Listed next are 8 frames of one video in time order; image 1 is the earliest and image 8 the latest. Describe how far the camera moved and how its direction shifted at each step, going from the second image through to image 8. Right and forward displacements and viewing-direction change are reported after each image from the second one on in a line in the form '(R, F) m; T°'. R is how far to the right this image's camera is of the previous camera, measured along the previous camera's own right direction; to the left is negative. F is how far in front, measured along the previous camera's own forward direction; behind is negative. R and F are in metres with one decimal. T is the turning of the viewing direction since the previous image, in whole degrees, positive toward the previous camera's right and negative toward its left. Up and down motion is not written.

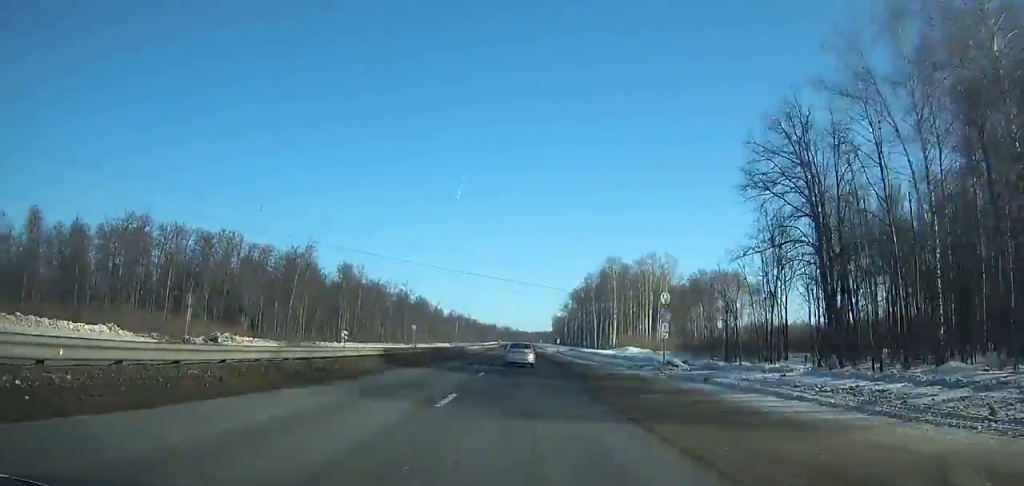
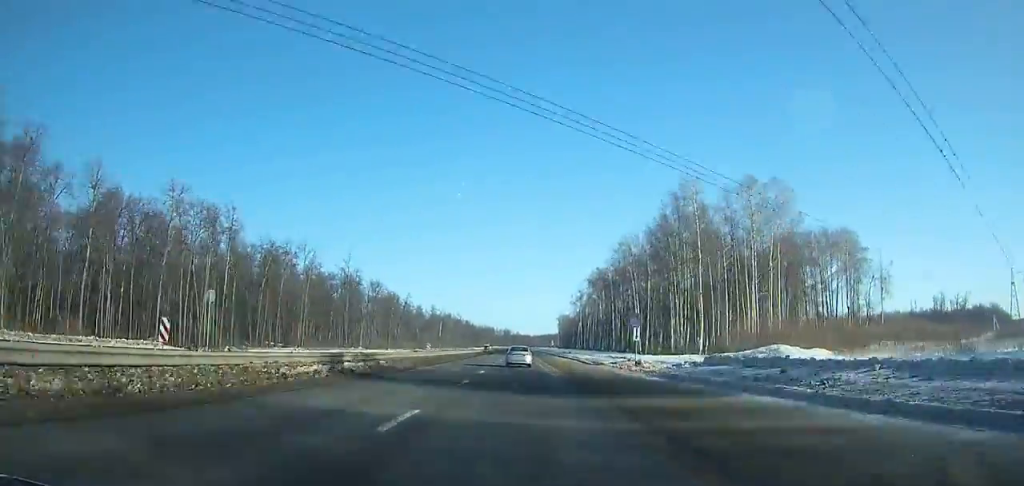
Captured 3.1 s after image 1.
(-0.2, +84.0) m; 0°
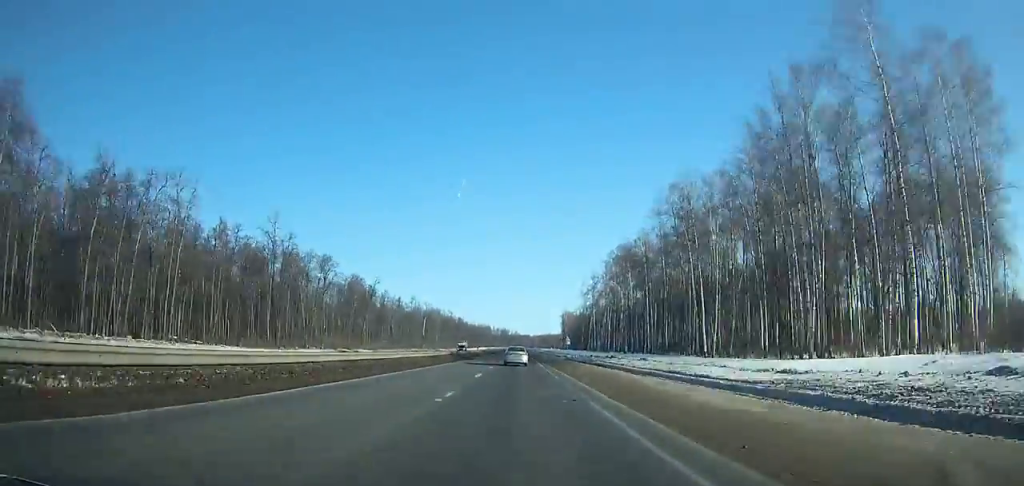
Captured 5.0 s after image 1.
(-0.3, +51.2) m; 0°
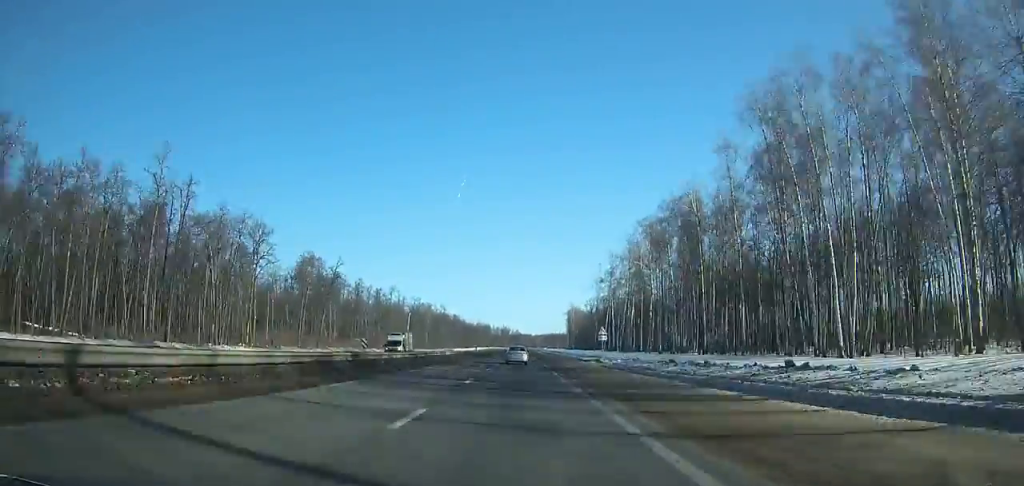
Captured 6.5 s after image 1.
(0.0, +40.4) m; 0°
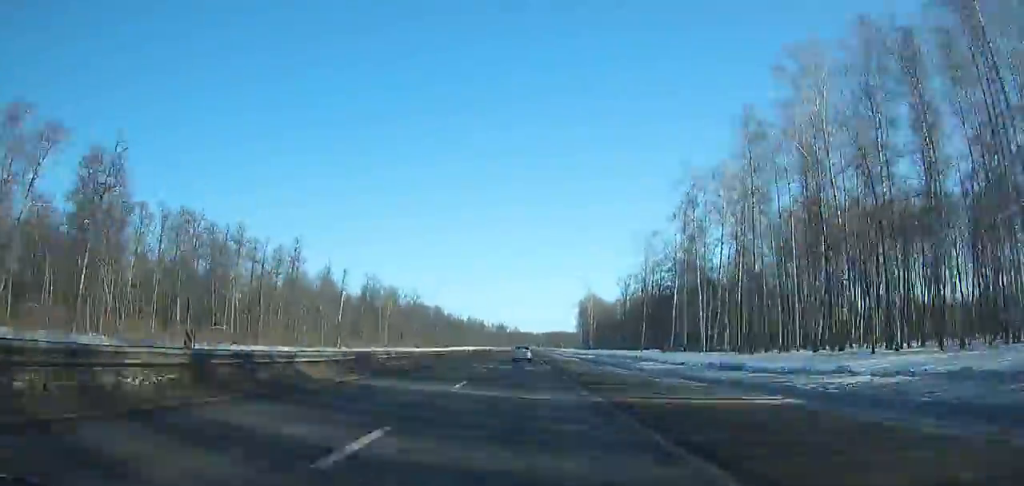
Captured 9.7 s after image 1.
(+0.2, +85.9) m; 0°
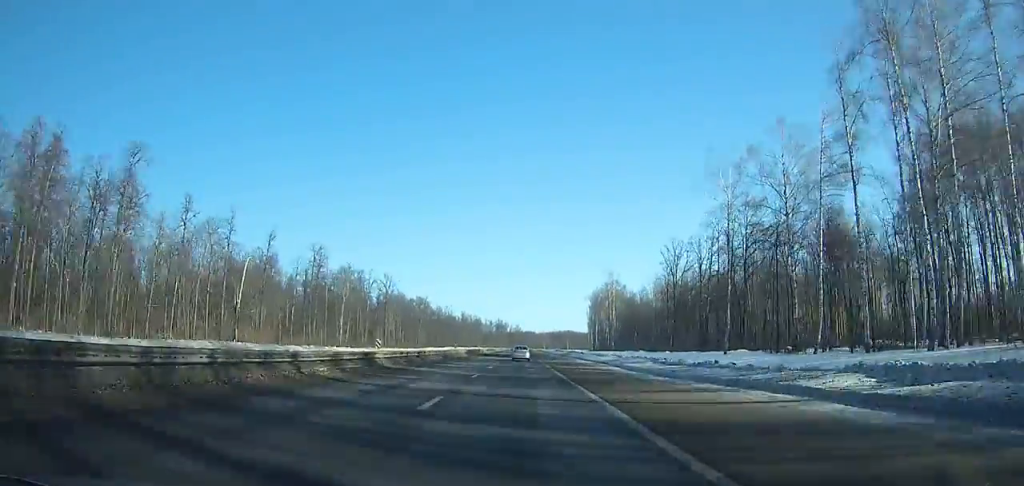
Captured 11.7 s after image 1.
(-0.1, +53.7) m; 0°
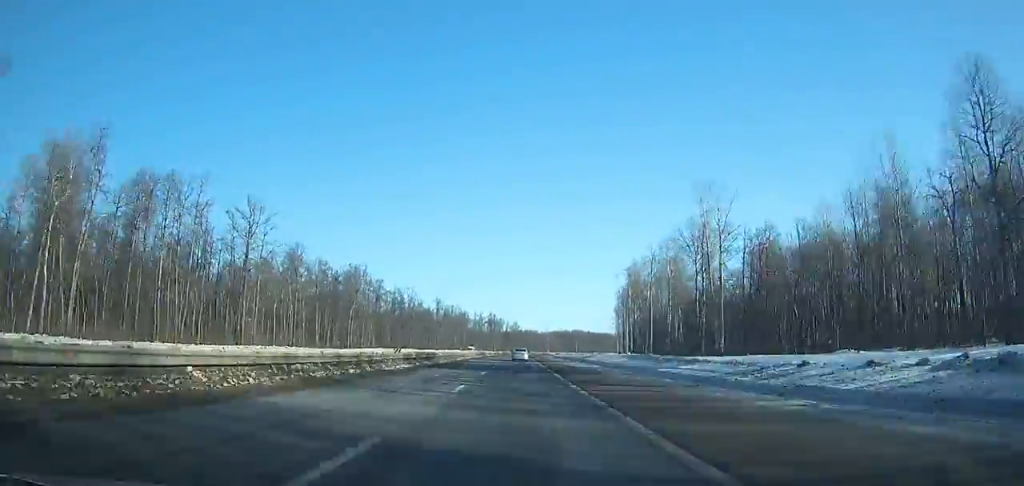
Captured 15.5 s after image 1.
(+0.2, +101.8) m; 0°
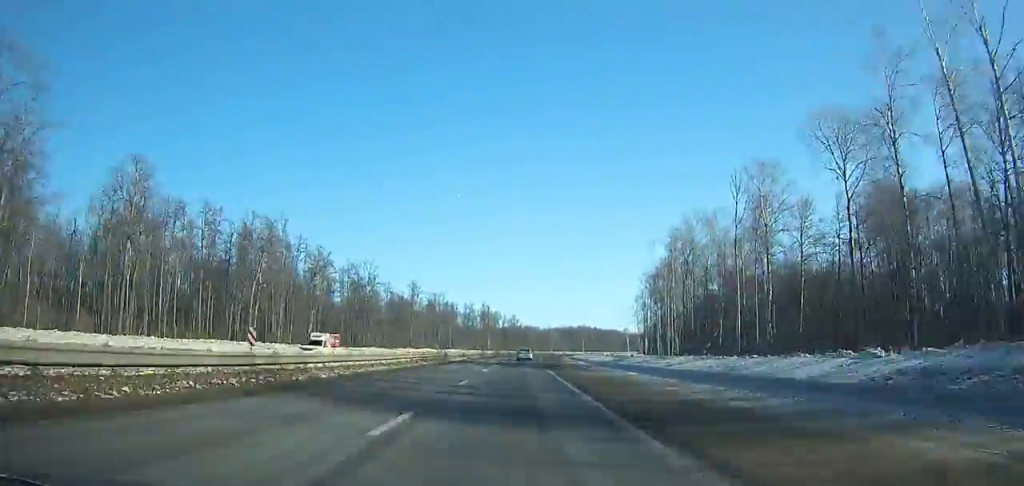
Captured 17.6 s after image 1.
(-0.2, +56.2) m; +1°
